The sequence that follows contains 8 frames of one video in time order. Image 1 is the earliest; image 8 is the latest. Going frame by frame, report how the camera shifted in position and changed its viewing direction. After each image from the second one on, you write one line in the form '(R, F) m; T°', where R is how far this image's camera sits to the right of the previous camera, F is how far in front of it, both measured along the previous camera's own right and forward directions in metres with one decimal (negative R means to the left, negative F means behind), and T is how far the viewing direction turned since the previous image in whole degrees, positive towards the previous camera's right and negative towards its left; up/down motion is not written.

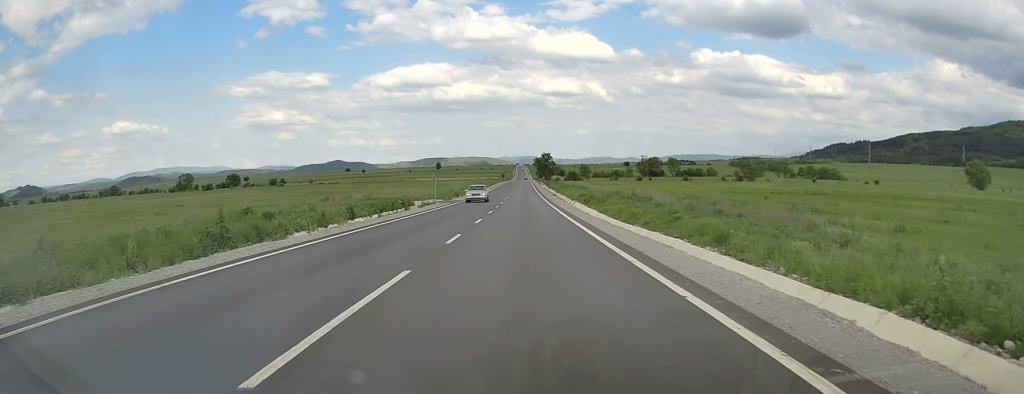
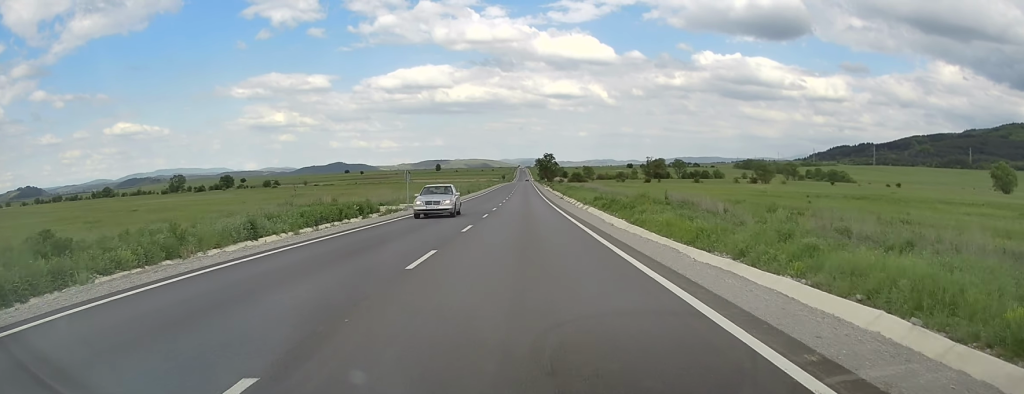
(-0.2, +14.1) m; 0°
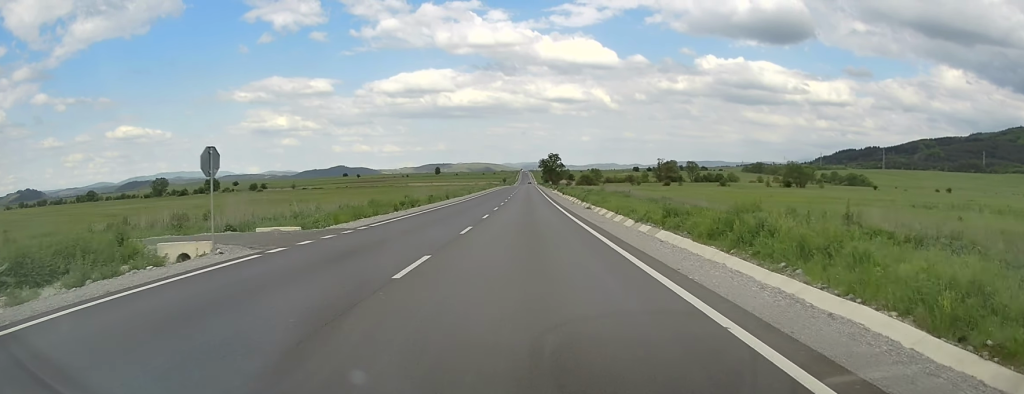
(-0.2, +28.3) m; 0°
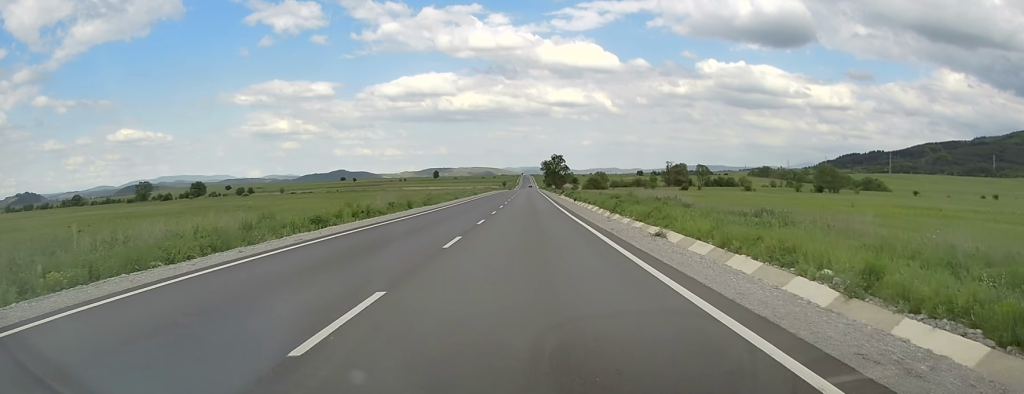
(0.0, +22.3) m; 0°
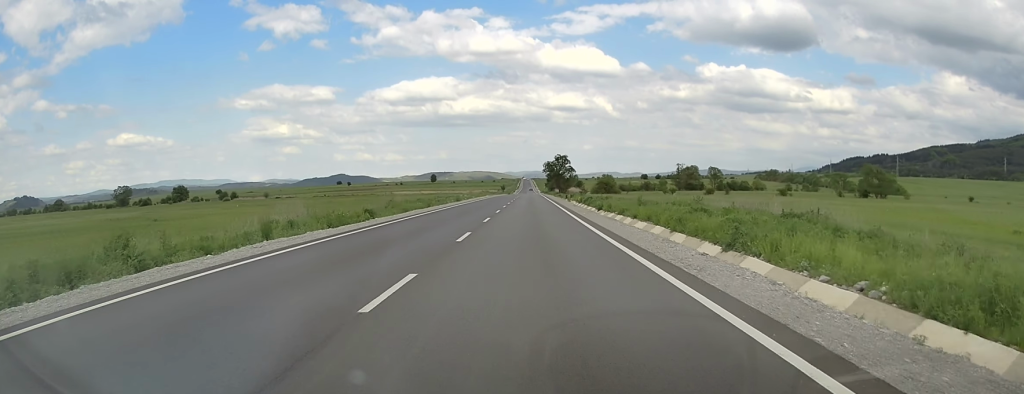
(0.0, +25.4) m; 0°
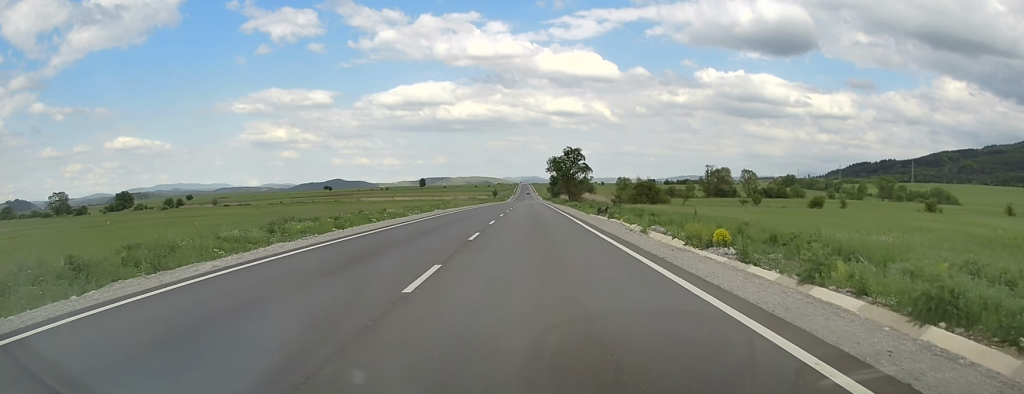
(+0.1, +62.0) m; 0°
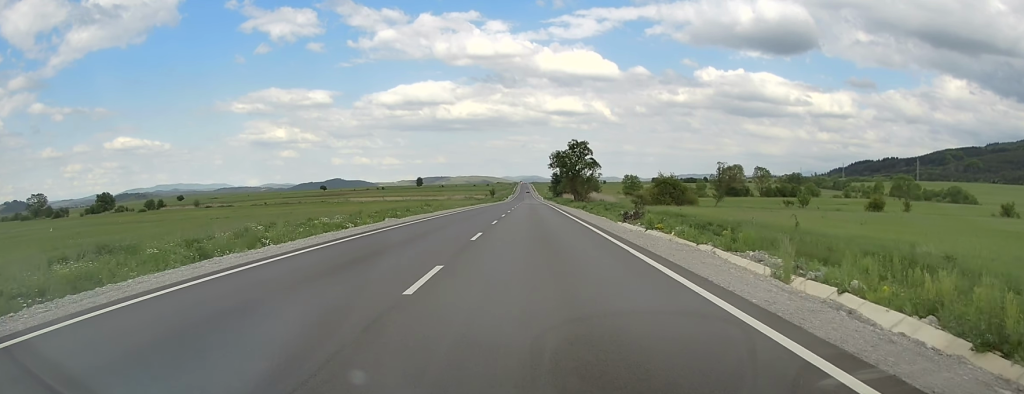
(0.0, +18.3) m; 0°
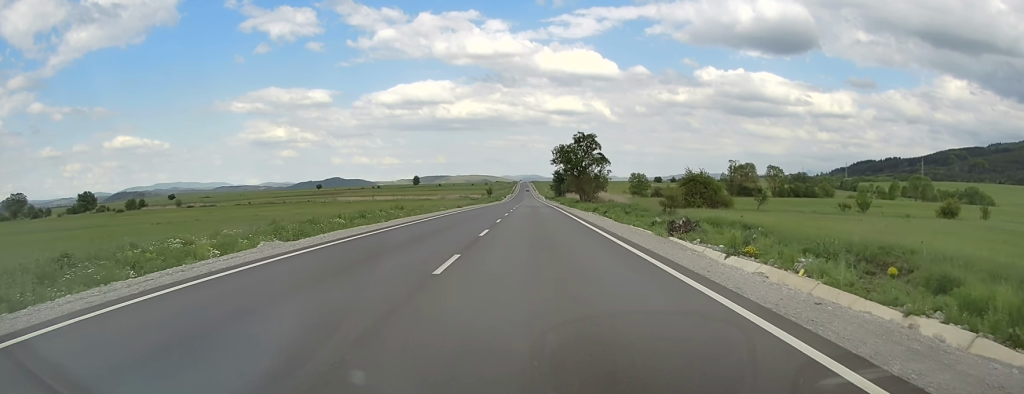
(0.0, +16.2) m; 0°
